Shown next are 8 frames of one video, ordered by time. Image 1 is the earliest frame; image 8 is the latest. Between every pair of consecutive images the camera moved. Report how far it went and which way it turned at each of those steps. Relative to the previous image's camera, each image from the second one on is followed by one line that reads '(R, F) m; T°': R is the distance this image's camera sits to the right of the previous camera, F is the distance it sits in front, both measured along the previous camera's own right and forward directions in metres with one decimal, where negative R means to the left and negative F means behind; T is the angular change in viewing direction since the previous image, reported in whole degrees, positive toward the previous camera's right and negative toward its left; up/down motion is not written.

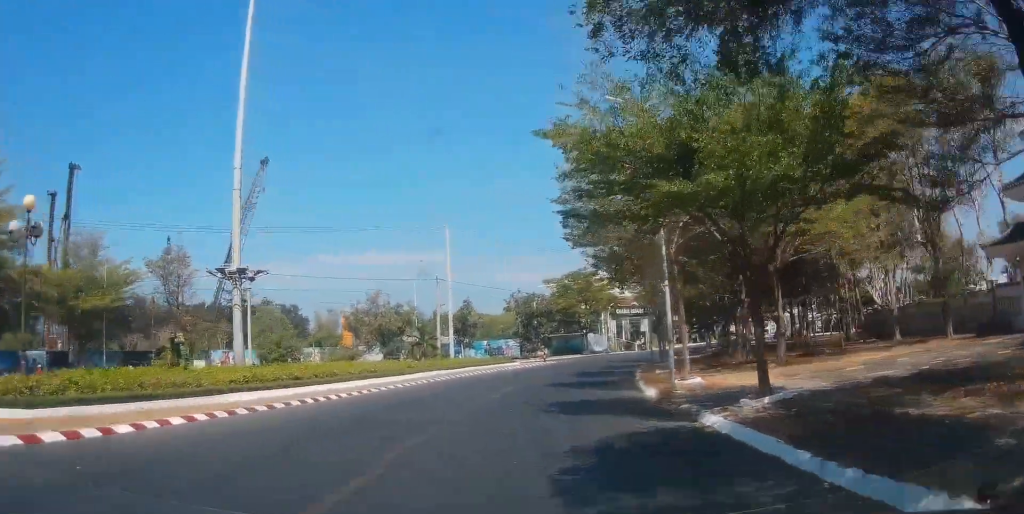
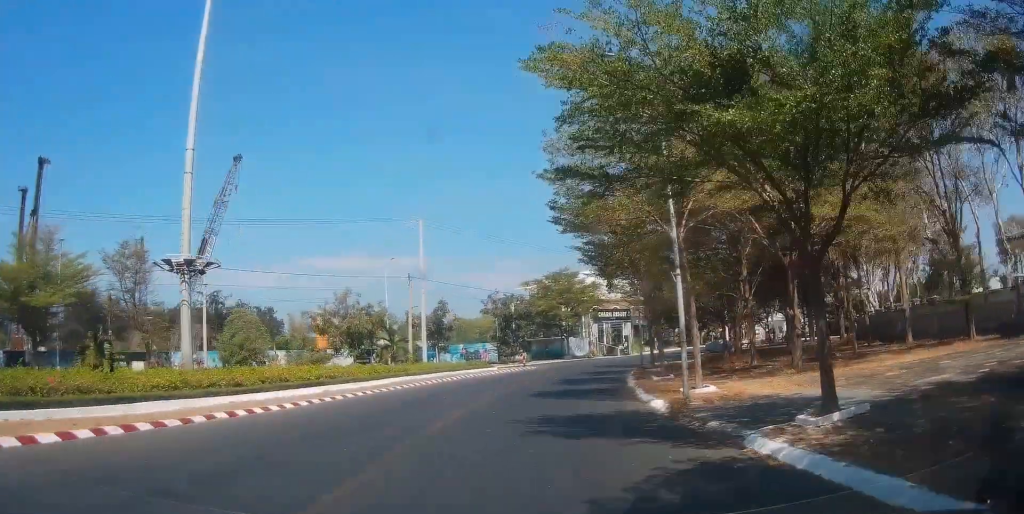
(+0.1, +4.1) m; +3°
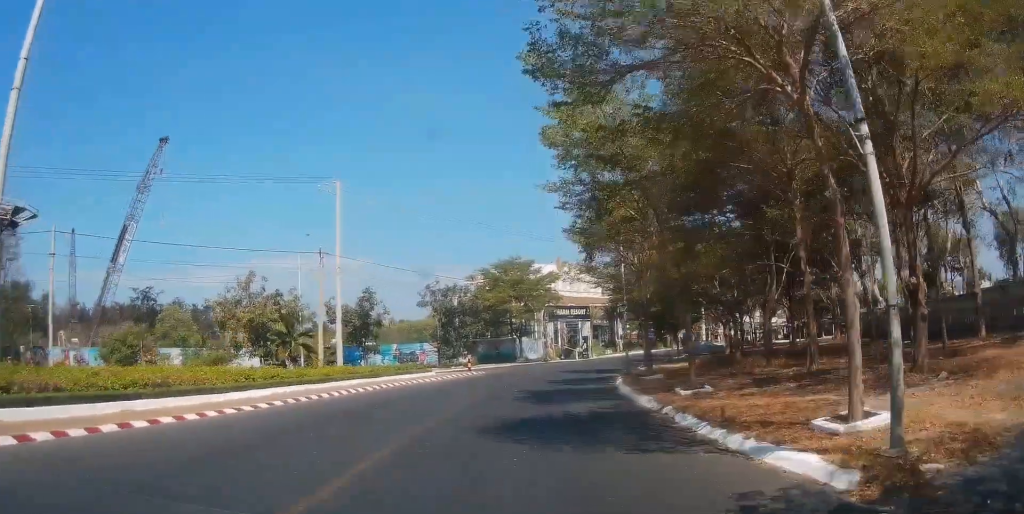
(+1.0, +12.5) m; +7°
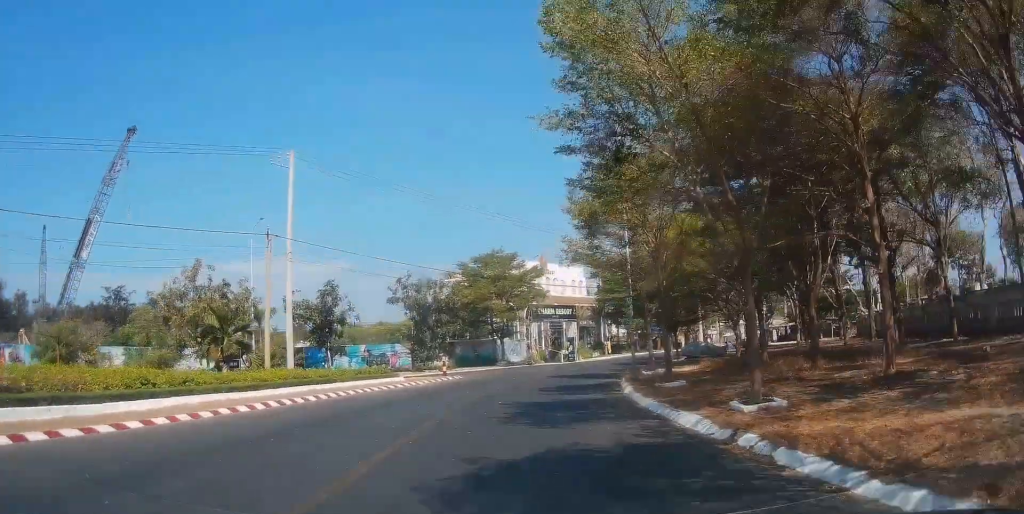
(+0.2, +6.5) m; +2°
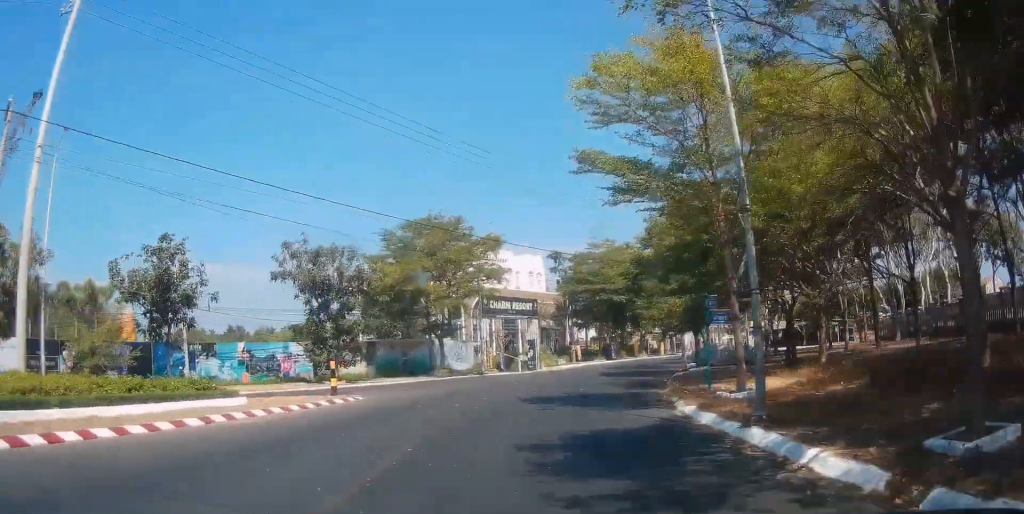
(+1.0, +18.7) m; +6°
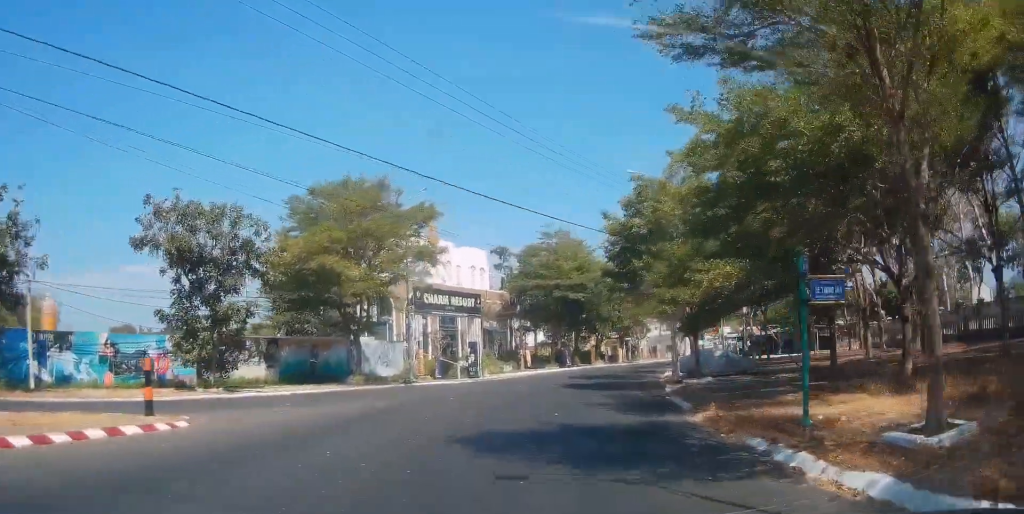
(+0.1, +10.3) m; +1°
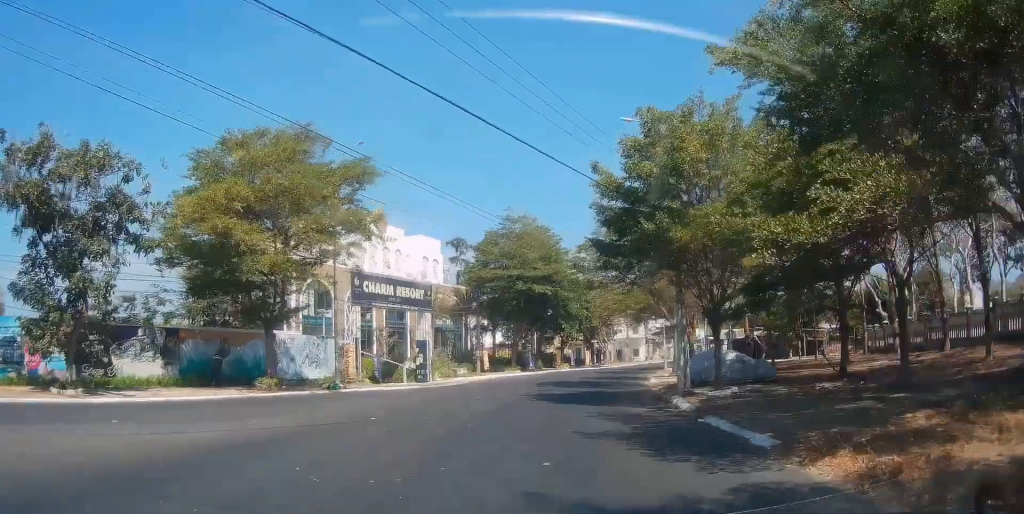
(0.0, +8.0) m; +2°
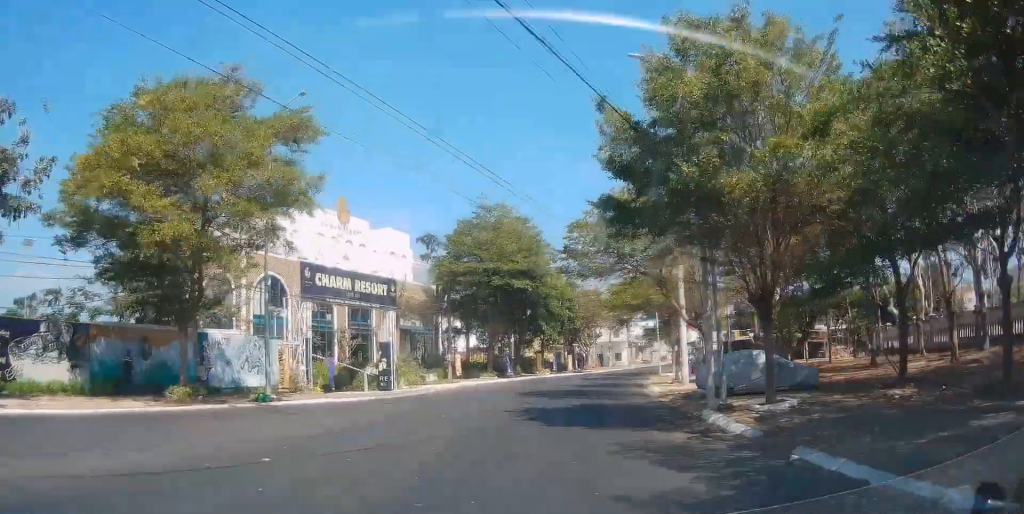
(+0.2, +6.2) m; +4°
